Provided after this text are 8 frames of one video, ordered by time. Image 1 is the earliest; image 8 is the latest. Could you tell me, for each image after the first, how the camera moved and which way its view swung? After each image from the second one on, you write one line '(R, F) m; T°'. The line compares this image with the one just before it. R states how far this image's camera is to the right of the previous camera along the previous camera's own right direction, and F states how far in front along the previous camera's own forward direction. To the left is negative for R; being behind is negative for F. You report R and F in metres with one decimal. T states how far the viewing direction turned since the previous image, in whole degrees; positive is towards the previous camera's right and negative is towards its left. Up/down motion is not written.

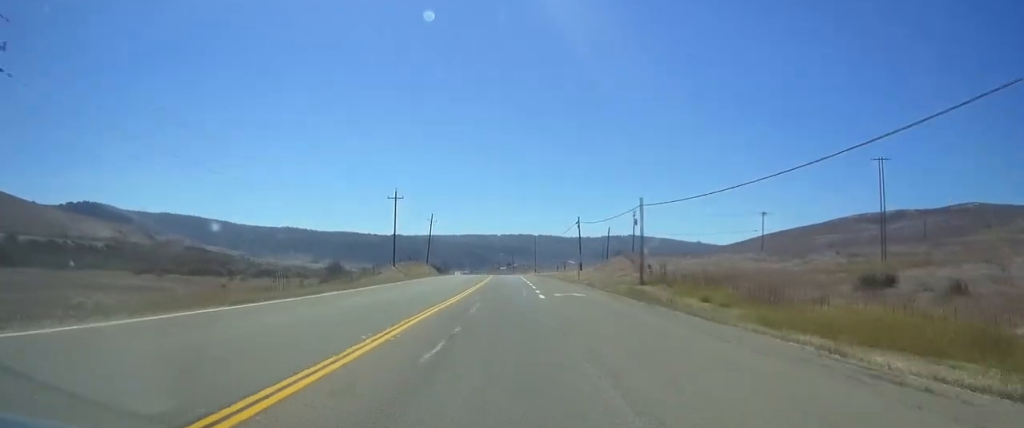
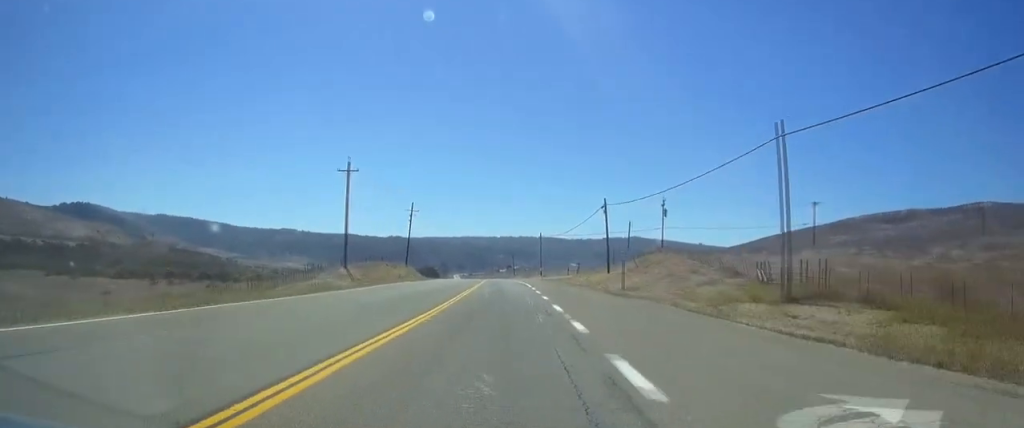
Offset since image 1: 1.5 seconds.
(-0.1, +30.8) m; -1°
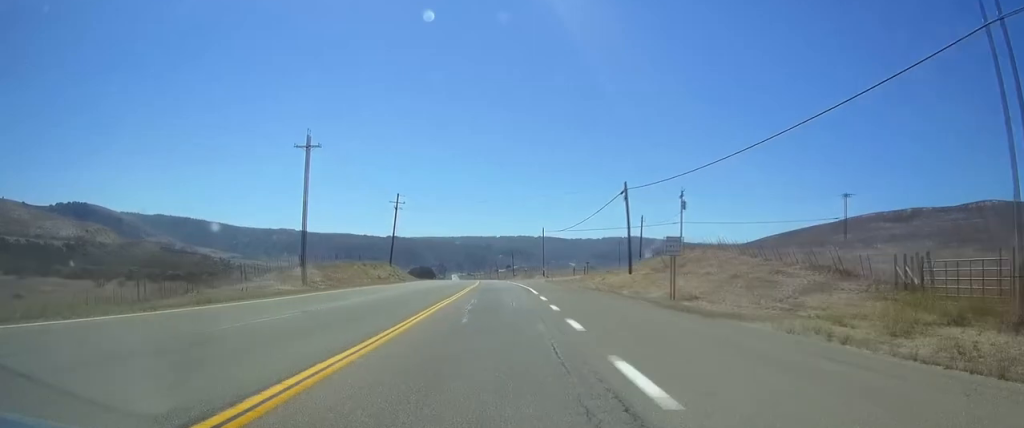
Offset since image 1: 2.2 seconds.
(-0.2, +15.7) m; -1°
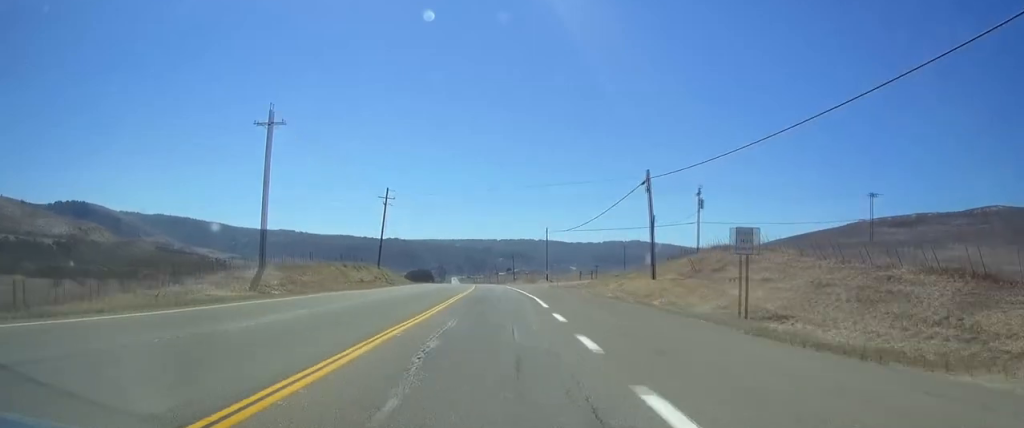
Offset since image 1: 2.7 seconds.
(0.0, +10.8) m; -1°
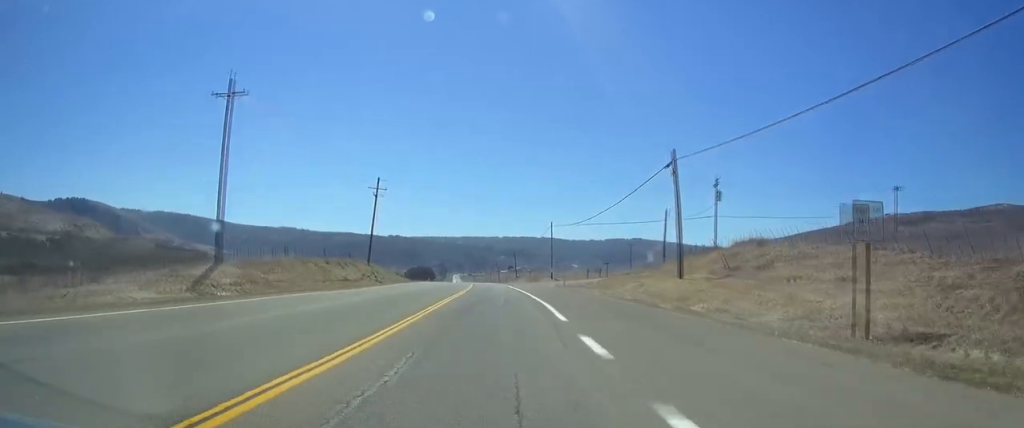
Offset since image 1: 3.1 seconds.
(+0.1, +8.7) m; -1°
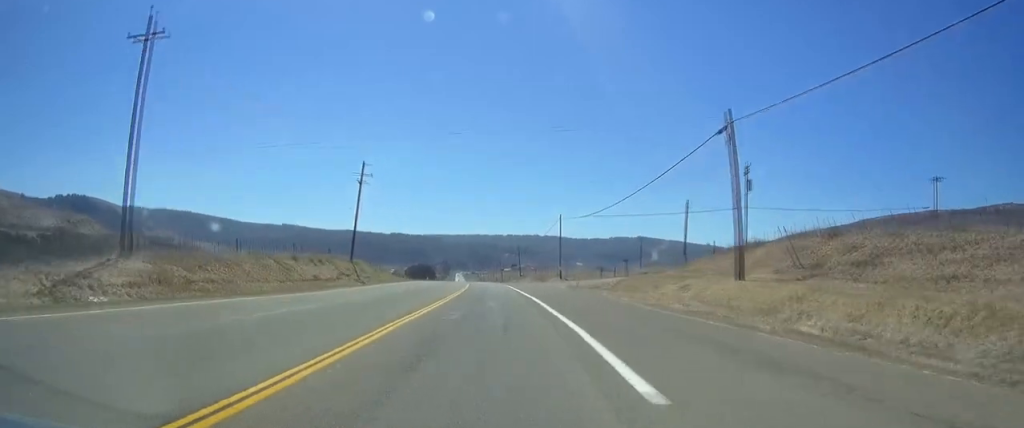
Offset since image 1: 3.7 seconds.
(-0.1, +12.4) m; 0°
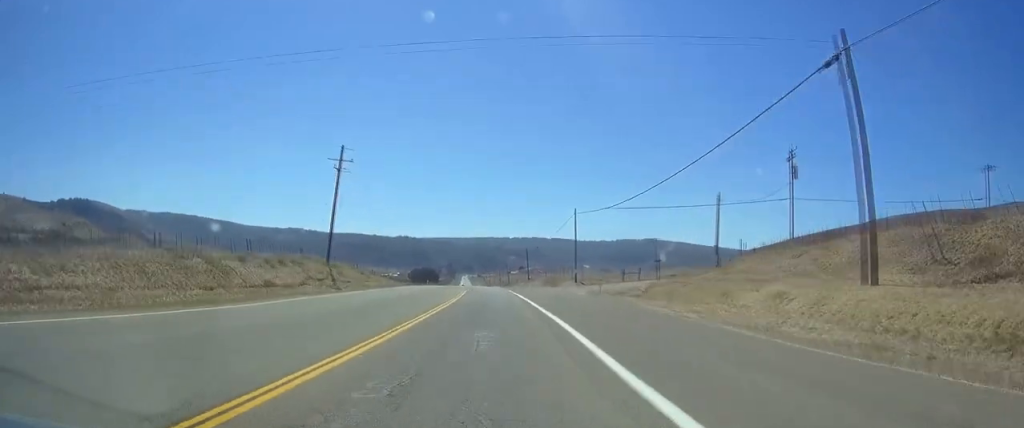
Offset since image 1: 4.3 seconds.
(-0.4, +13.9) m; +1°
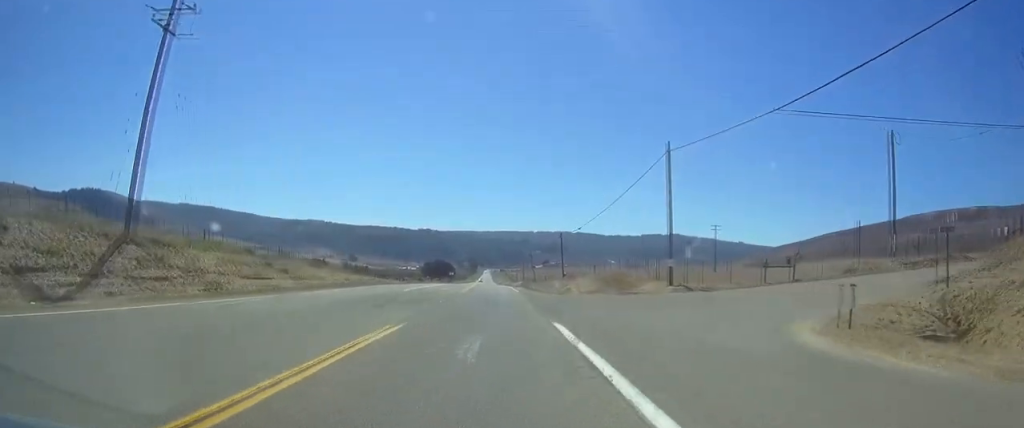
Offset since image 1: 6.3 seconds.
(+0.5, +38.3) m; -1°
